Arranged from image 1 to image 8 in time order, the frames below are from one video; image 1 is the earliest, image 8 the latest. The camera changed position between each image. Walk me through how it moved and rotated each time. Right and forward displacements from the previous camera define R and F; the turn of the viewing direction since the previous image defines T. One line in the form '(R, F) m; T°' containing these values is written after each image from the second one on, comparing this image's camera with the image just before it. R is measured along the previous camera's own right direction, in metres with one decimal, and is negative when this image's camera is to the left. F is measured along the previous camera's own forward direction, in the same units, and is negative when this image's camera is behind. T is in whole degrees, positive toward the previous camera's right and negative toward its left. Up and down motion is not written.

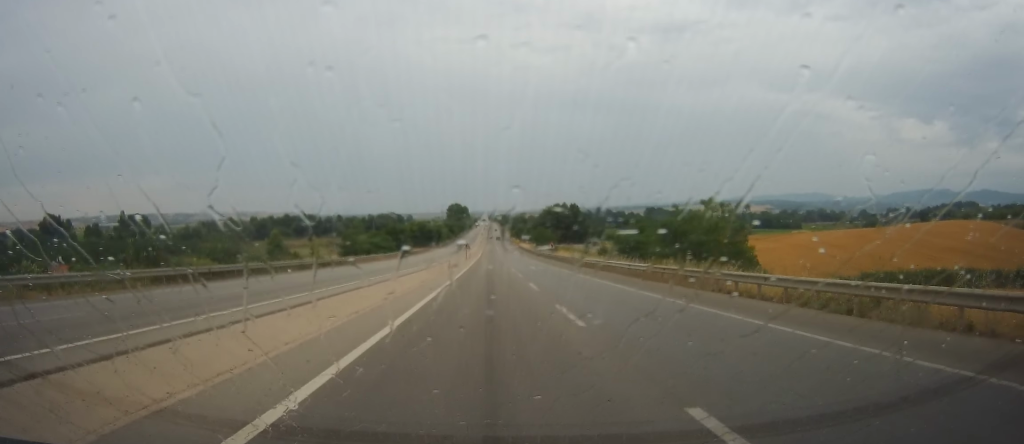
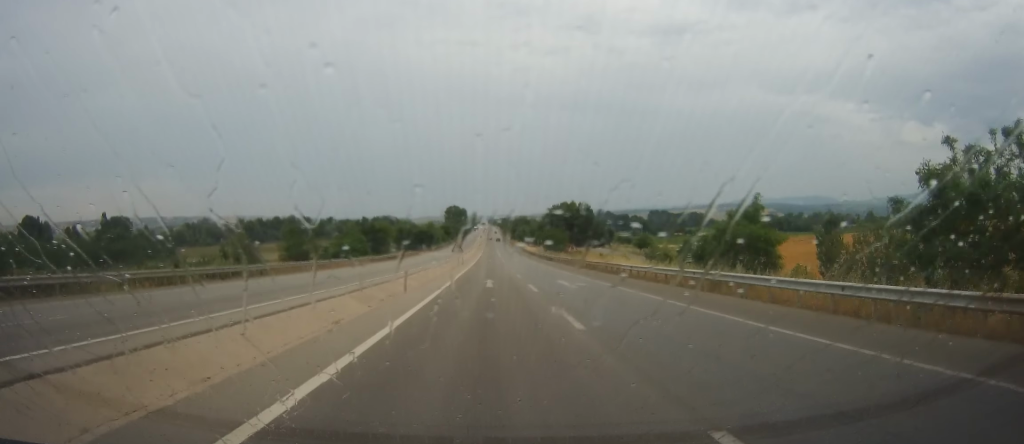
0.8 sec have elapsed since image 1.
(+0.1, +24.6) m; +1°
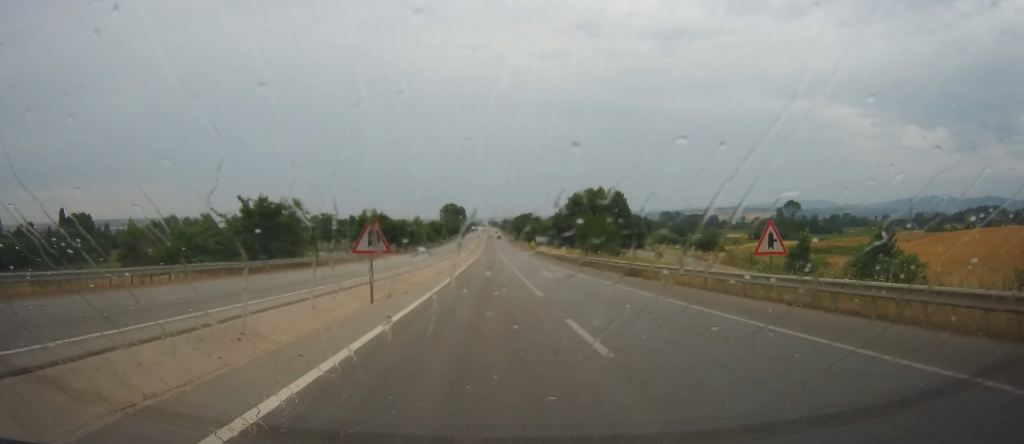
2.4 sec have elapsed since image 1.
(0.0, +51.2) m; -1°
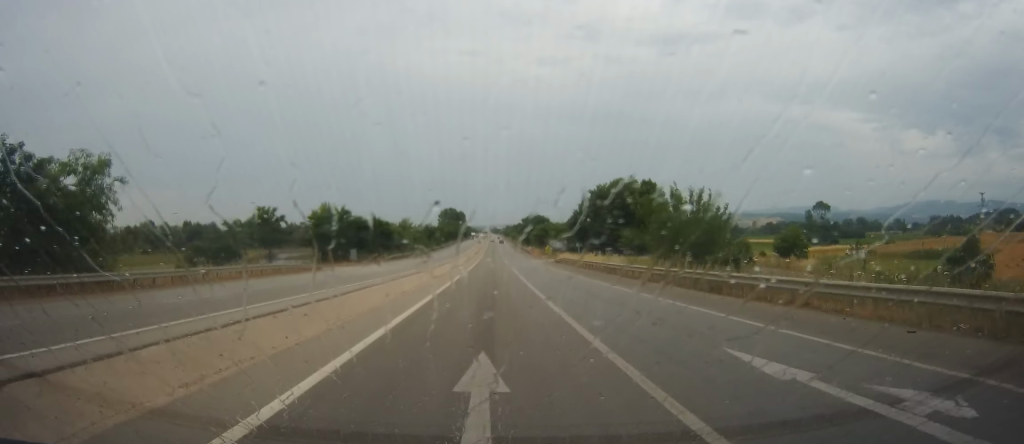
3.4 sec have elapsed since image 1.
(-0.7, +34.1) m; -1°
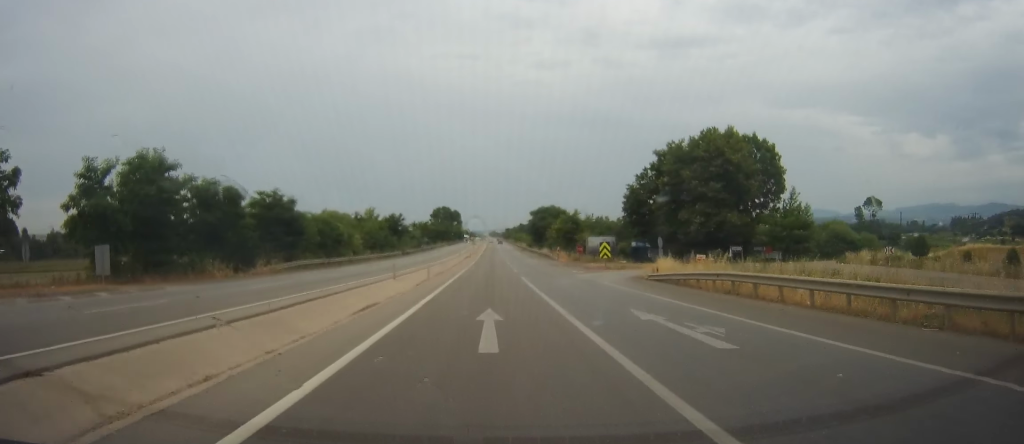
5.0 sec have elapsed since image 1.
(+0.1, +53.2) m; 0°
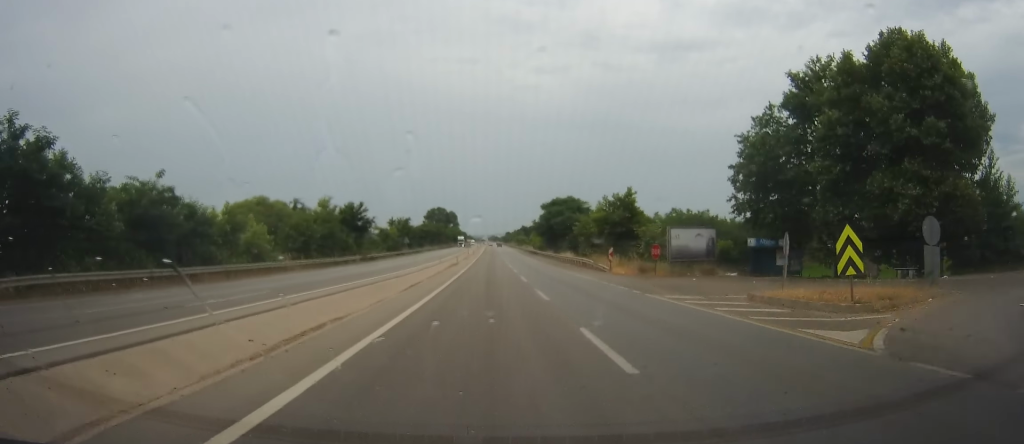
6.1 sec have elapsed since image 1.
(-0.1, +36.2) m; -1°
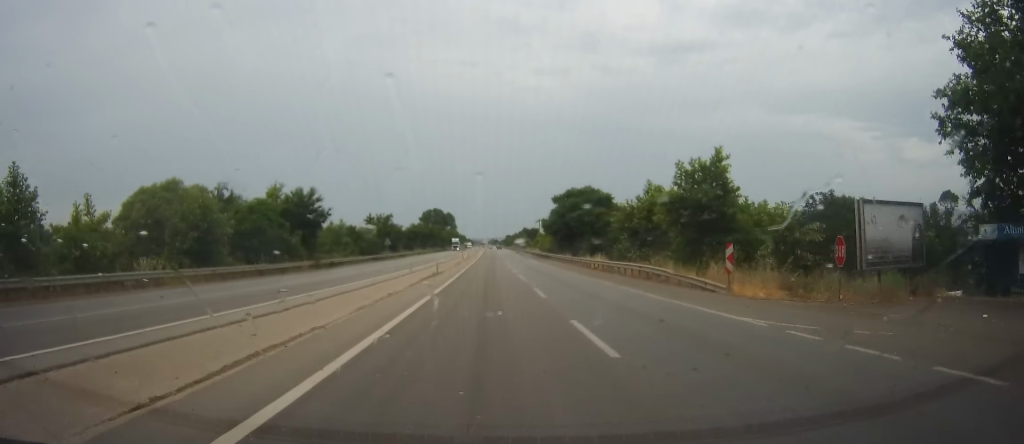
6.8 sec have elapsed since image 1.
(-0.4, +23.4) m; 0°
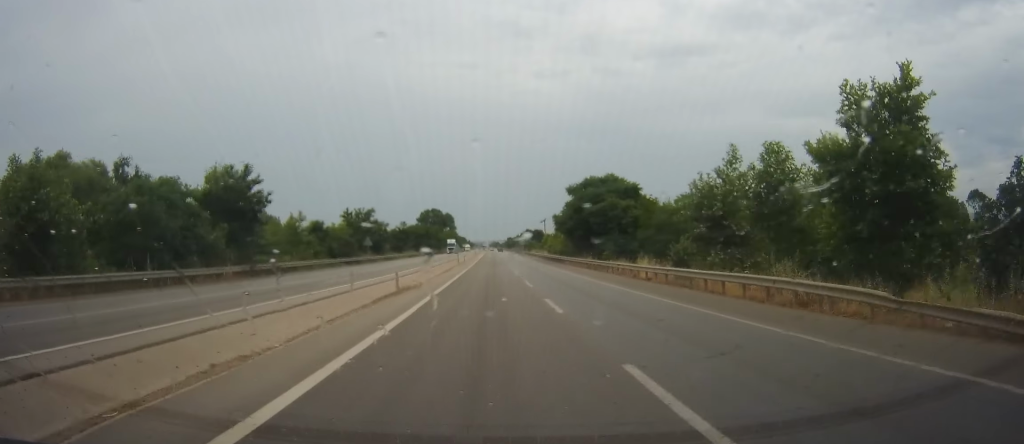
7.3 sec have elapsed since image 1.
(+0.1, +18.1) m; 0°
